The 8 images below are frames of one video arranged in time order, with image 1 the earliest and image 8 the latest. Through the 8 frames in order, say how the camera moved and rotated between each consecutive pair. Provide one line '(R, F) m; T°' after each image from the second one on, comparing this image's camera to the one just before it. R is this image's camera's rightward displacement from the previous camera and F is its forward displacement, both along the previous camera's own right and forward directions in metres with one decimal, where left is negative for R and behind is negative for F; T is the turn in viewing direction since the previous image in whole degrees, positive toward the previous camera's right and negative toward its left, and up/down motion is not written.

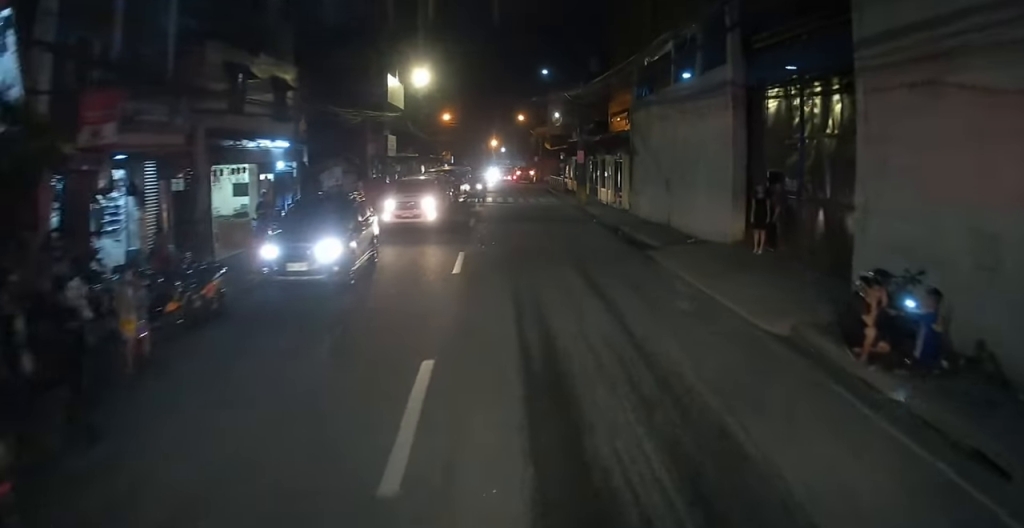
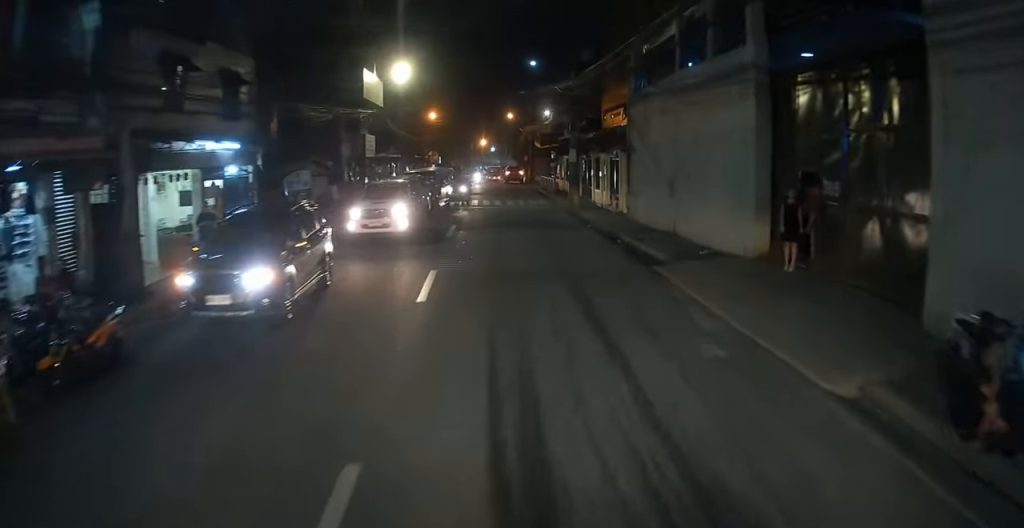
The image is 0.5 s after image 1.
(+0.2, +2.9) m; +2°
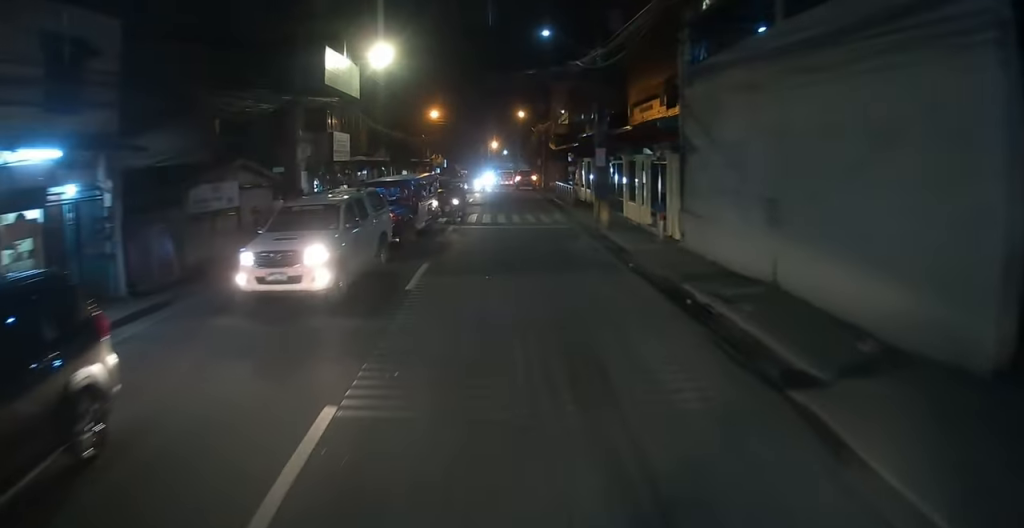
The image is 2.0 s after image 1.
(0.0, +7.8) m; -1°
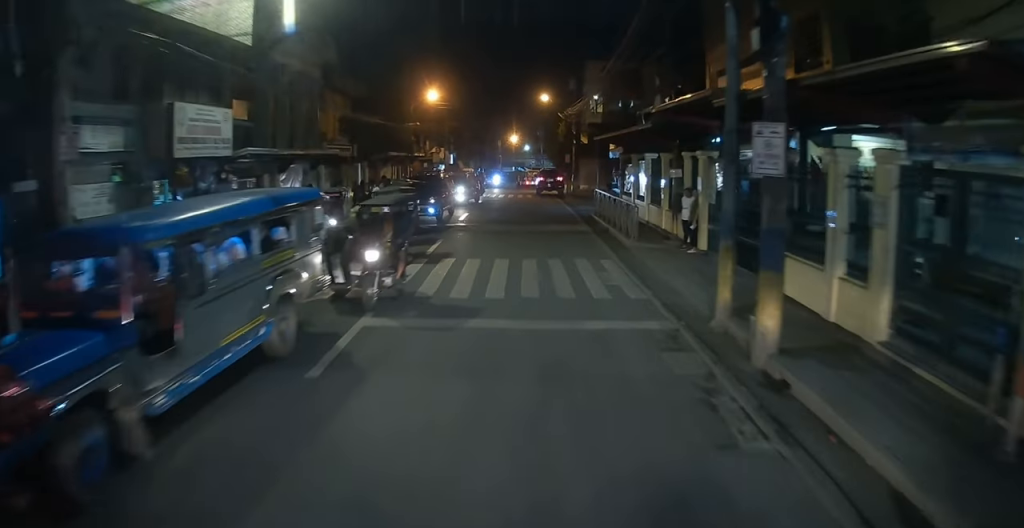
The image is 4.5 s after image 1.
(+0.2, +14.1) m; +2°
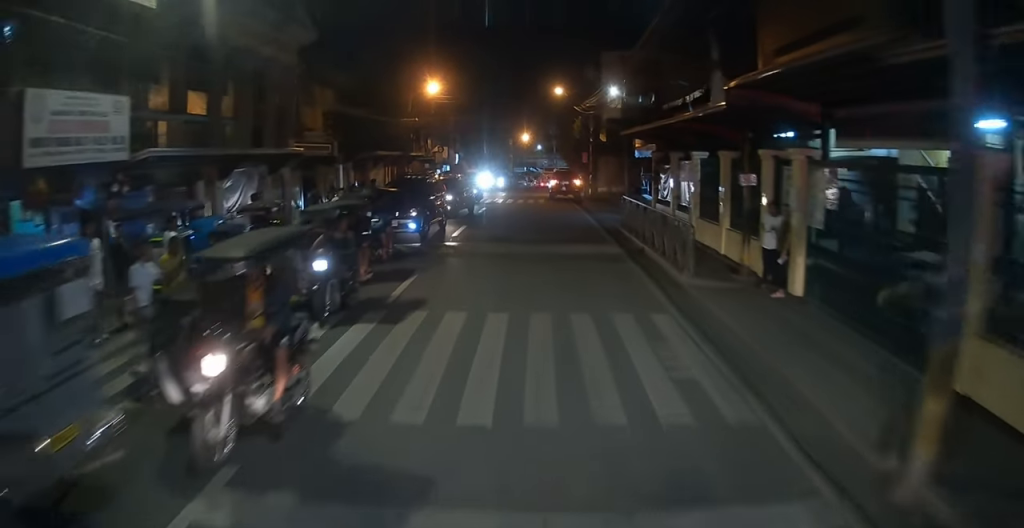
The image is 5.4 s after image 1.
(+0.1, +5.6) m; +2°
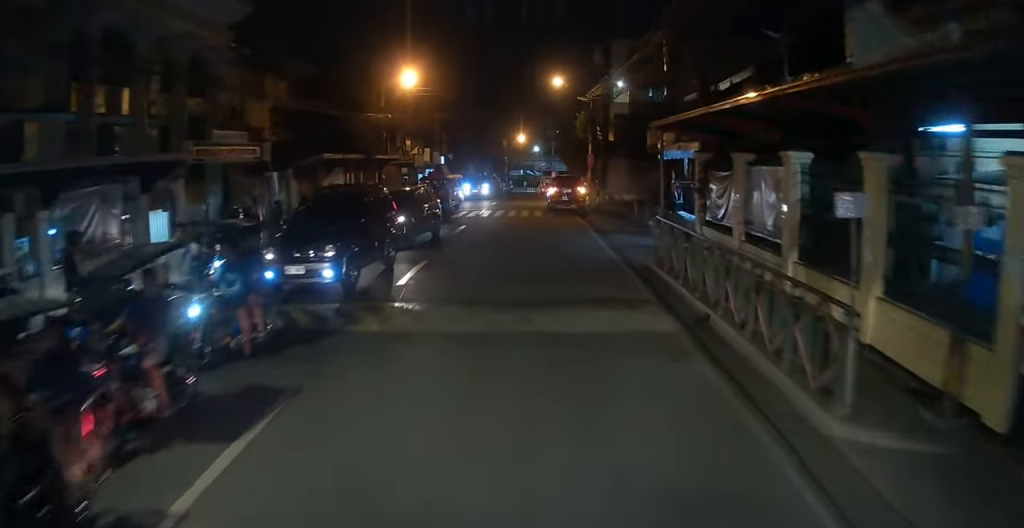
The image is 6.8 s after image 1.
(+0.1, +7.6) m; 0°
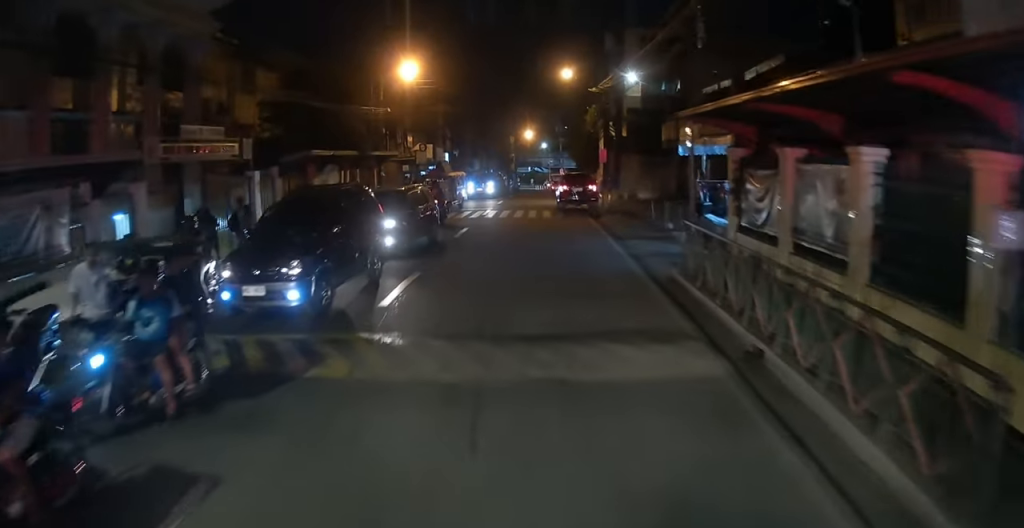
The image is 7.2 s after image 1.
(-0.1, +2.1) m; -1°
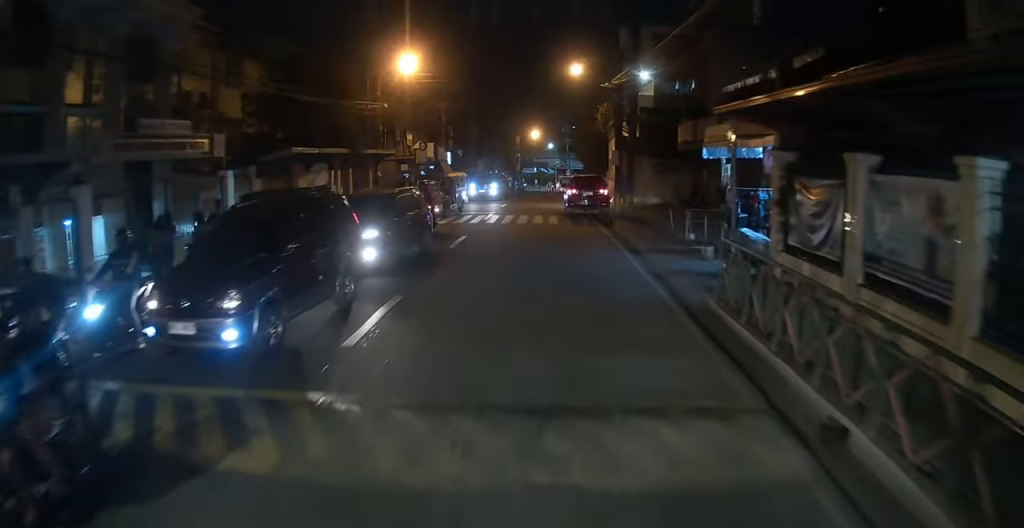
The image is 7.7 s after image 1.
(0.0, +2.4) m; -1°
